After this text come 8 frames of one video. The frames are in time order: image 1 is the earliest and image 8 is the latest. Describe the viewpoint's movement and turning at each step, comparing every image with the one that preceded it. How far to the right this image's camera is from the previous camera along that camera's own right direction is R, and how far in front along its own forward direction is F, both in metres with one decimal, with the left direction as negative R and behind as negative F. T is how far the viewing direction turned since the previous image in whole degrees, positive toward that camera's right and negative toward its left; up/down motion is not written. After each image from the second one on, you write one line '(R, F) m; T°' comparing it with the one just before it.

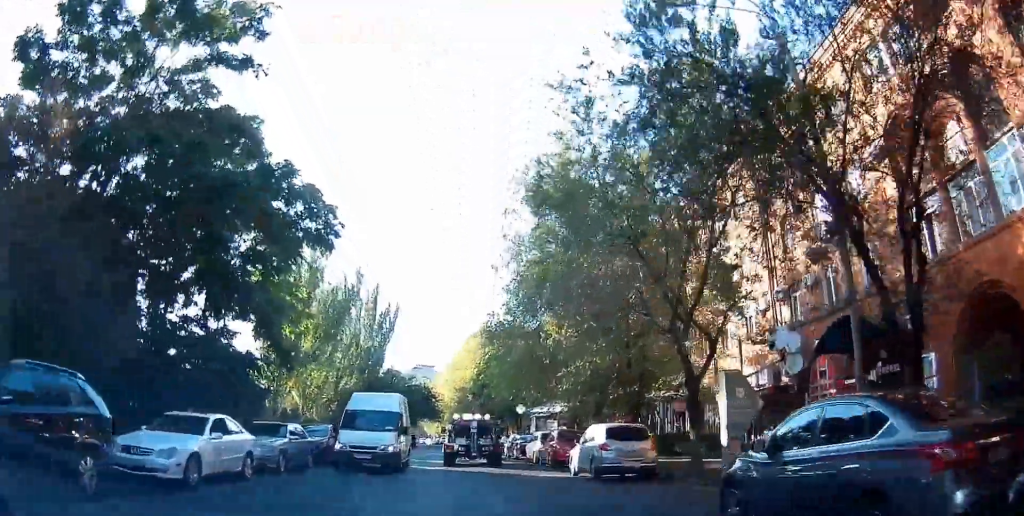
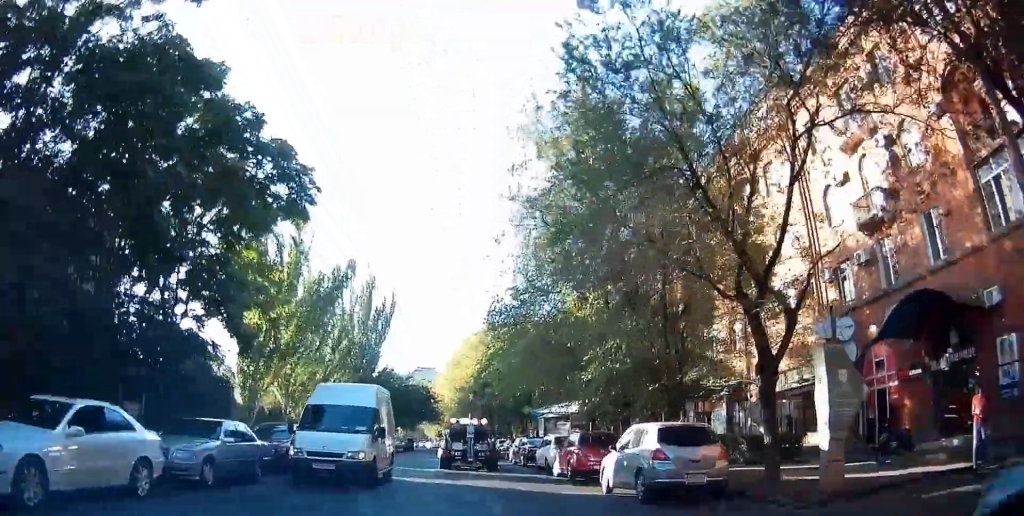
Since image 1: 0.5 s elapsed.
(-0.1, +3.9) m; -2°
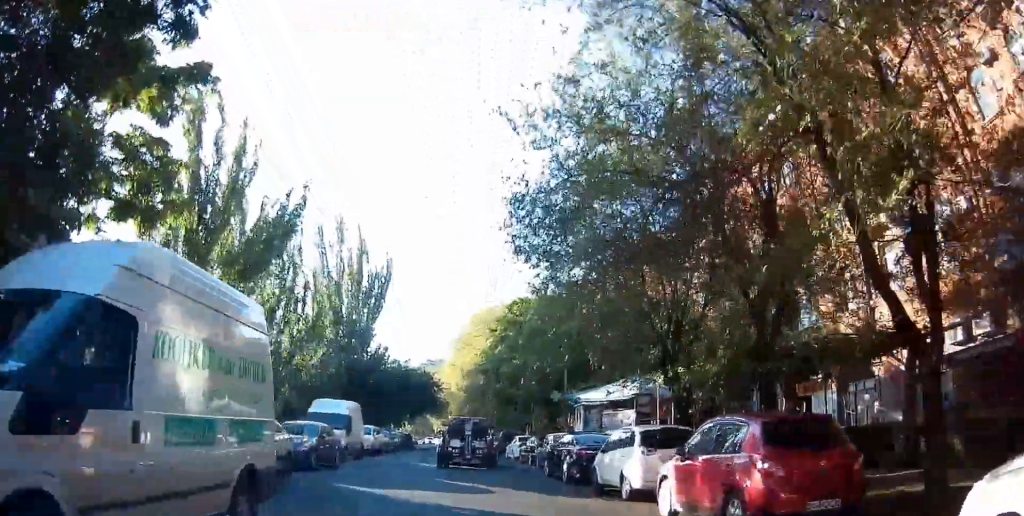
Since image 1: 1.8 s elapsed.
(-0.2, +10.5) m; -2°
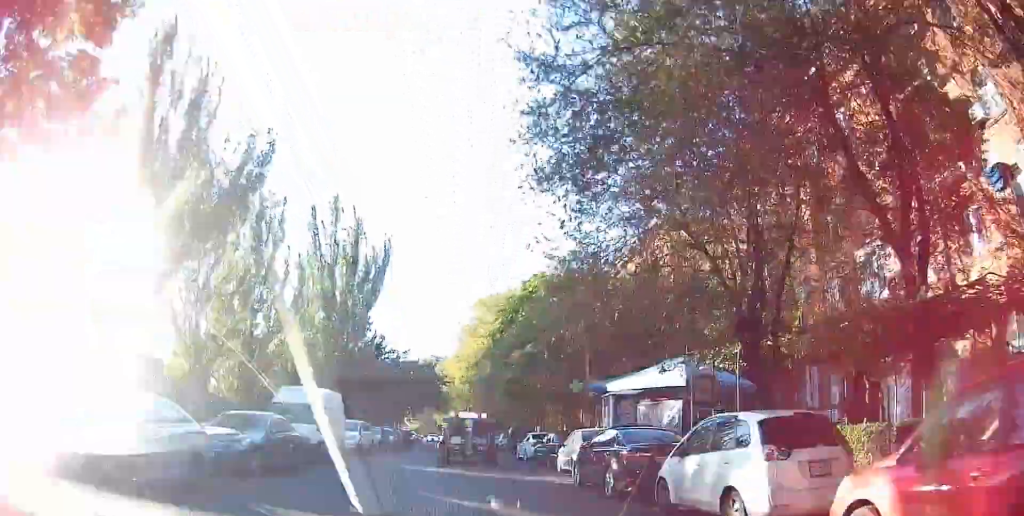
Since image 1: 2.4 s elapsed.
(0.0, +5.0) m; 0°
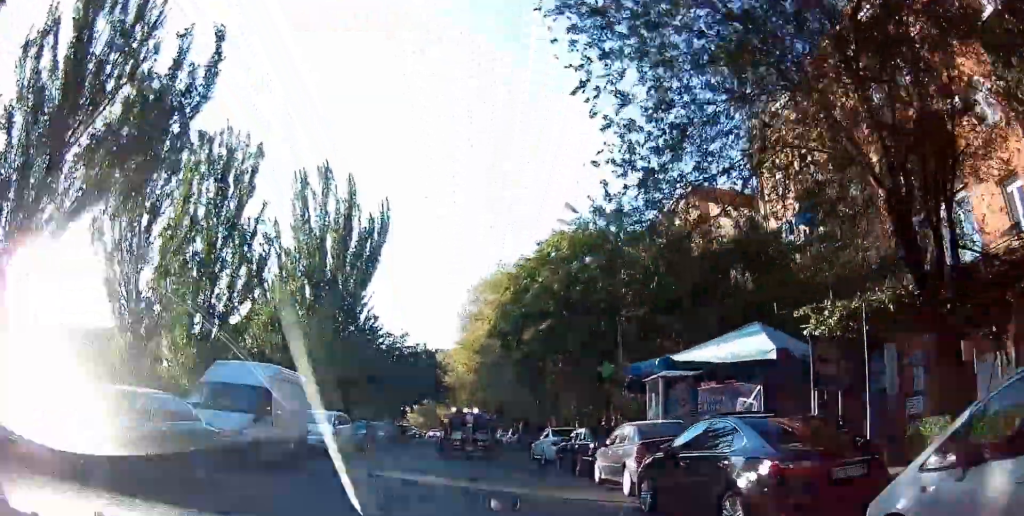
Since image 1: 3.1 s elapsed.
(0.0, +5.9) m; +1°
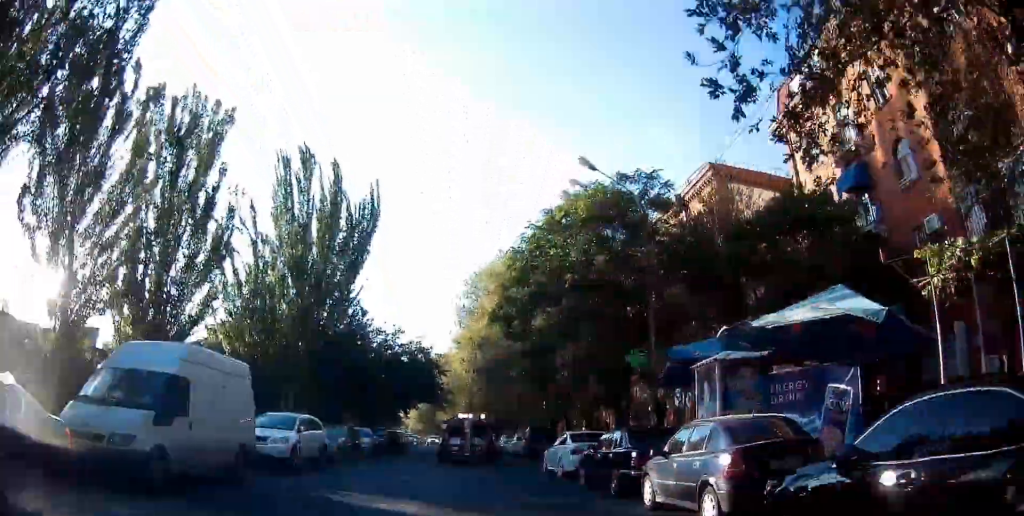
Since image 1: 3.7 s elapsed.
(0.0, +4.5) m; -1°
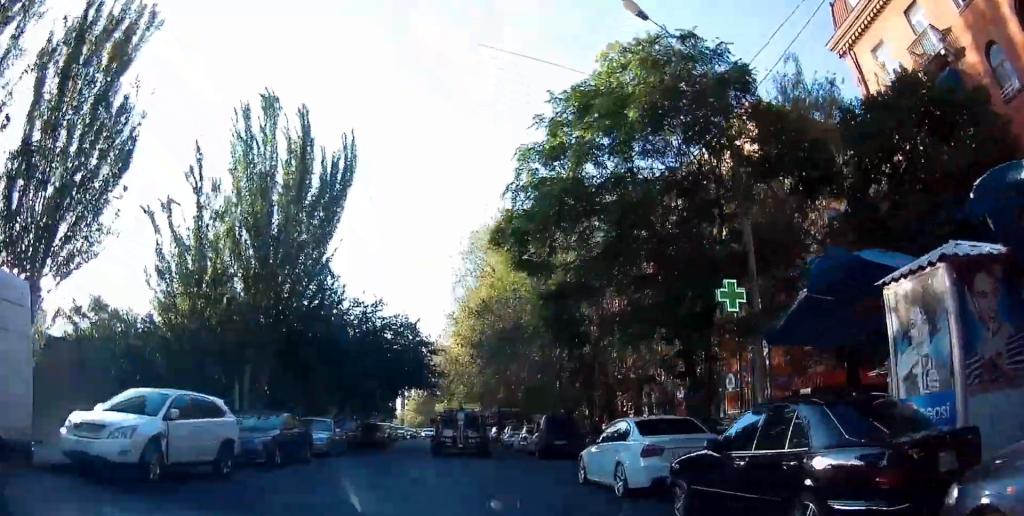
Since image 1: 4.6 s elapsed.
(-0.1, +8.1) m; -3°
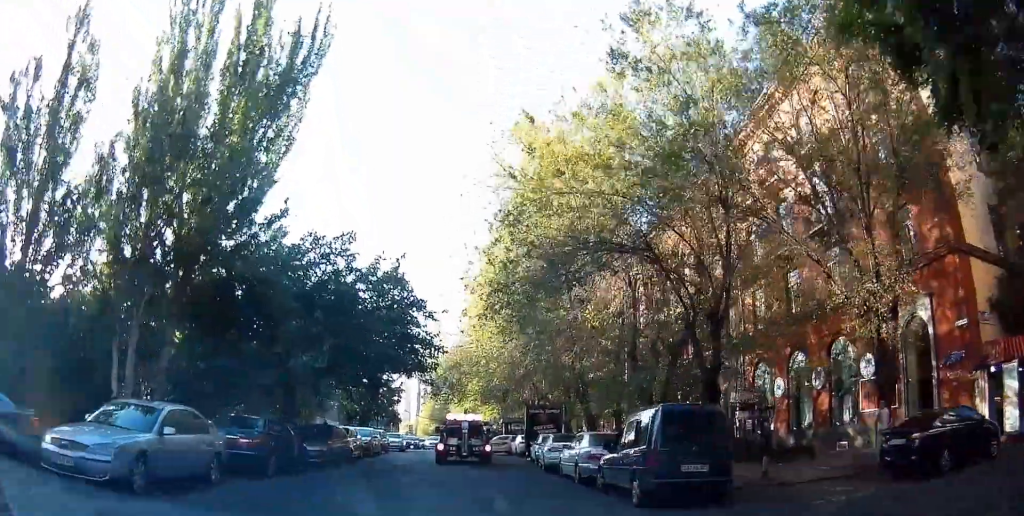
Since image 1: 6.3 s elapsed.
(-0.8, +13.4) m; -1°
